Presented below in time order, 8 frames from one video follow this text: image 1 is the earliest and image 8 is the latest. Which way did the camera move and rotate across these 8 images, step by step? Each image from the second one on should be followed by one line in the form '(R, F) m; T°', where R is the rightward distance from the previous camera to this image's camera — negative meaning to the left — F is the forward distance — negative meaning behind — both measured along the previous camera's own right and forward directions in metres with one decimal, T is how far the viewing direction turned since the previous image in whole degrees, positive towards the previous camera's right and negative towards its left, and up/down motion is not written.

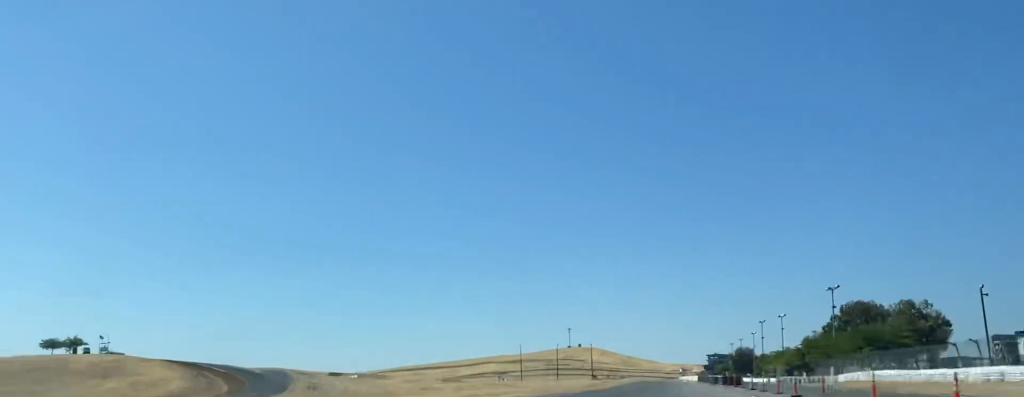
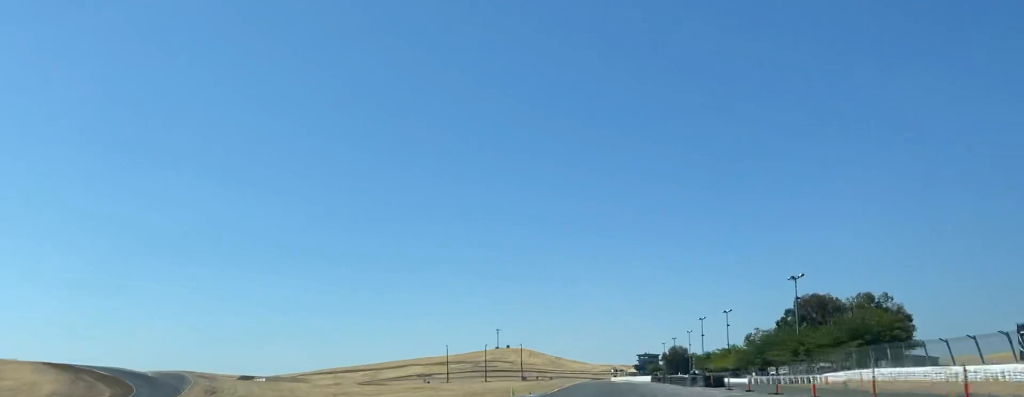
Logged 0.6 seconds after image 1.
(+0.7, +23.3) m; +2°
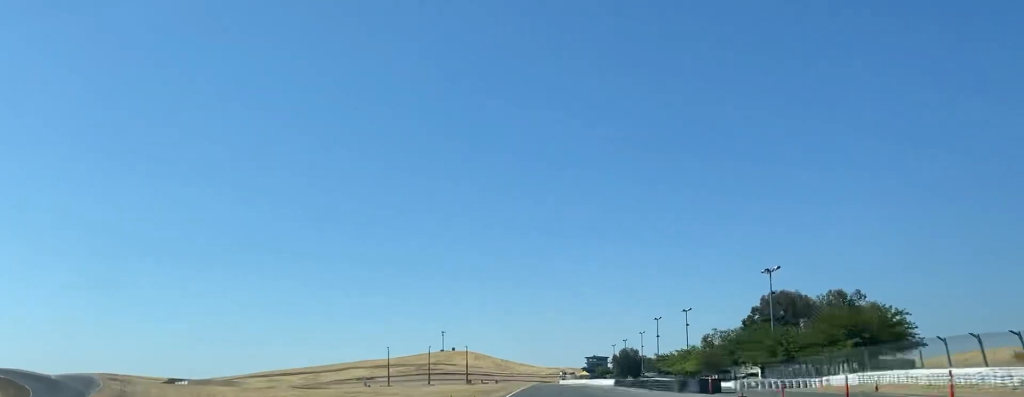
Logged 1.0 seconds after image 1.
(+0.5, +17.2) m; 0°
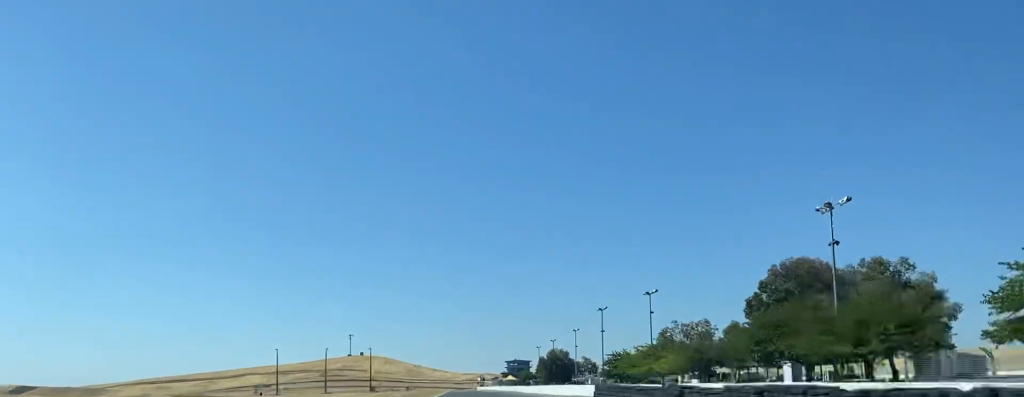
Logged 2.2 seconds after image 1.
(-1.0, +53.6) m; -3°
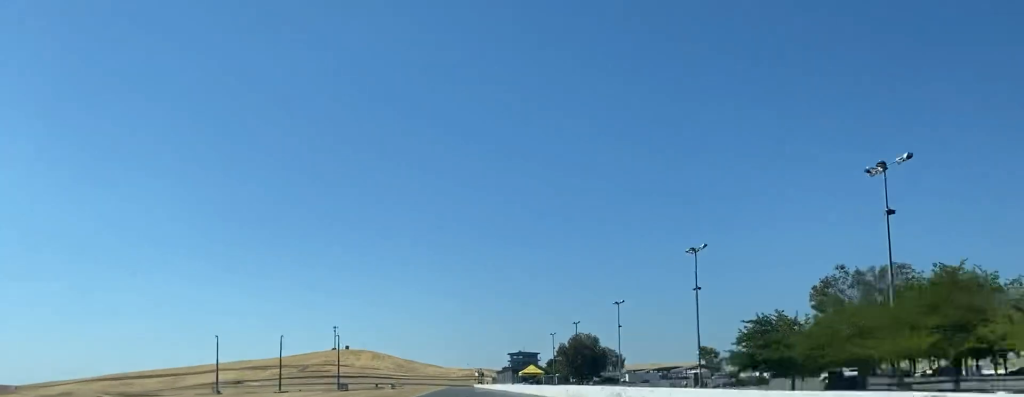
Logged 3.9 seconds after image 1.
(-2.2, +85.2) m; -2°
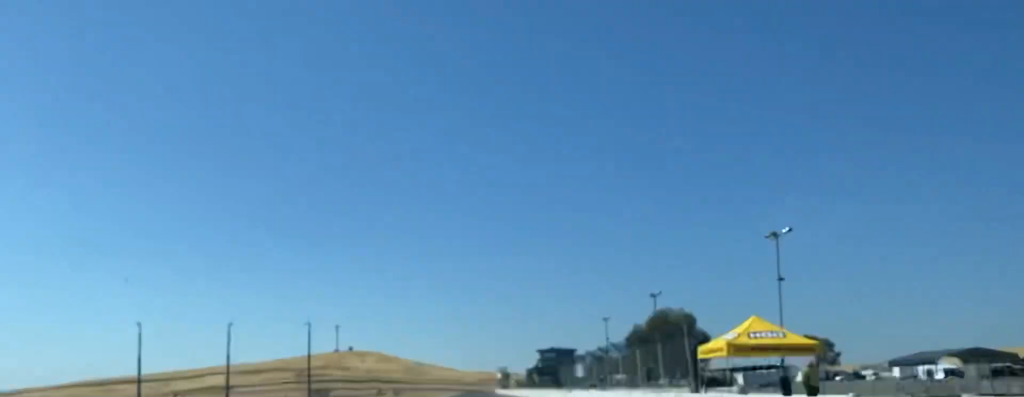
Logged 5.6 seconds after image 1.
(-0.6, +86.6) m; -1°
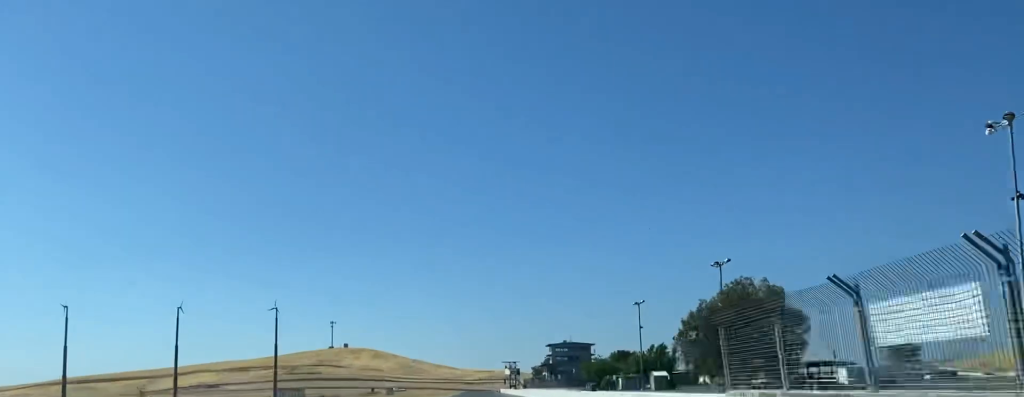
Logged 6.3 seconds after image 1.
(-0.1, +40.0) m; 0°
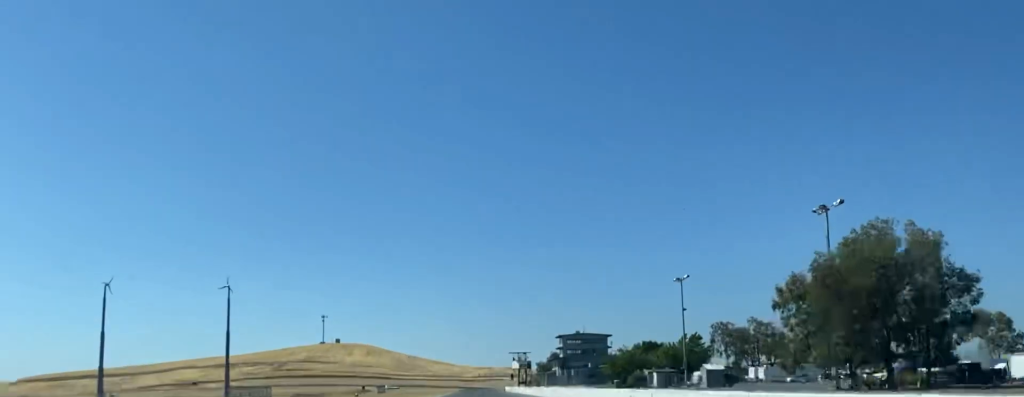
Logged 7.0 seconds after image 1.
(+0.2, +37.2) m; +1°
